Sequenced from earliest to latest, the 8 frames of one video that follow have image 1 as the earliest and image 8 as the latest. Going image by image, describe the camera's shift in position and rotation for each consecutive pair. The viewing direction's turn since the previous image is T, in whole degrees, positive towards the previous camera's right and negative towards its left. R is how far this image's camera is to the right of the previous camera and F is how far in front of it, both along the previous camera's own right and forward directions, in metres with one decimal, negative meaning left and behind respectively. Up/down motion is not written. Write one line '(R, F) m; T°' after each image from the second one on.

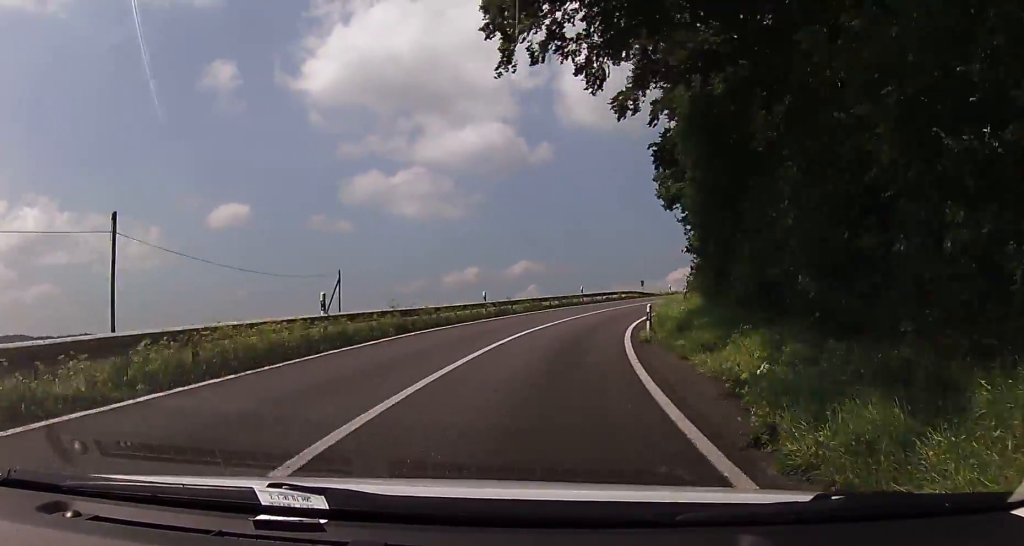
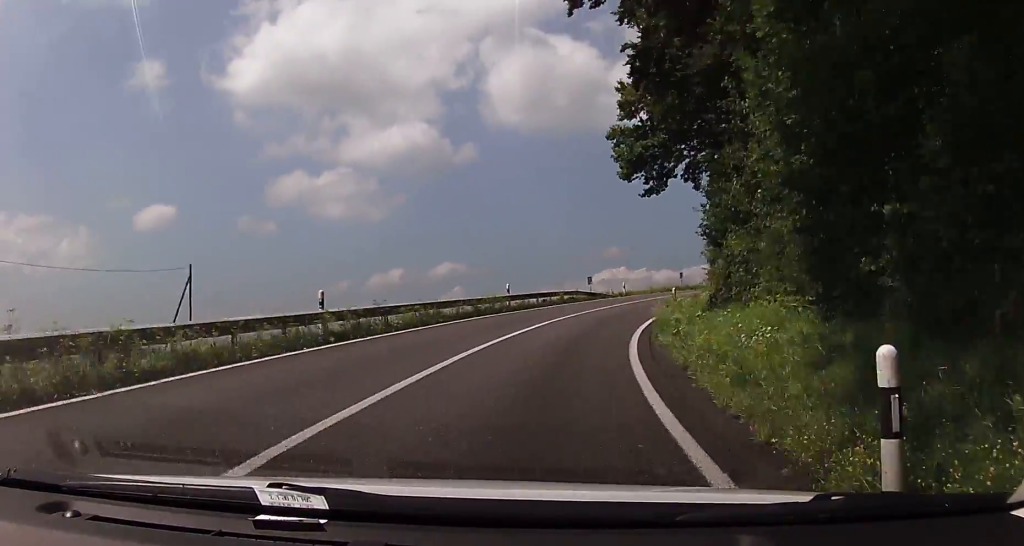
(+0.8, +15.0) m; +7°
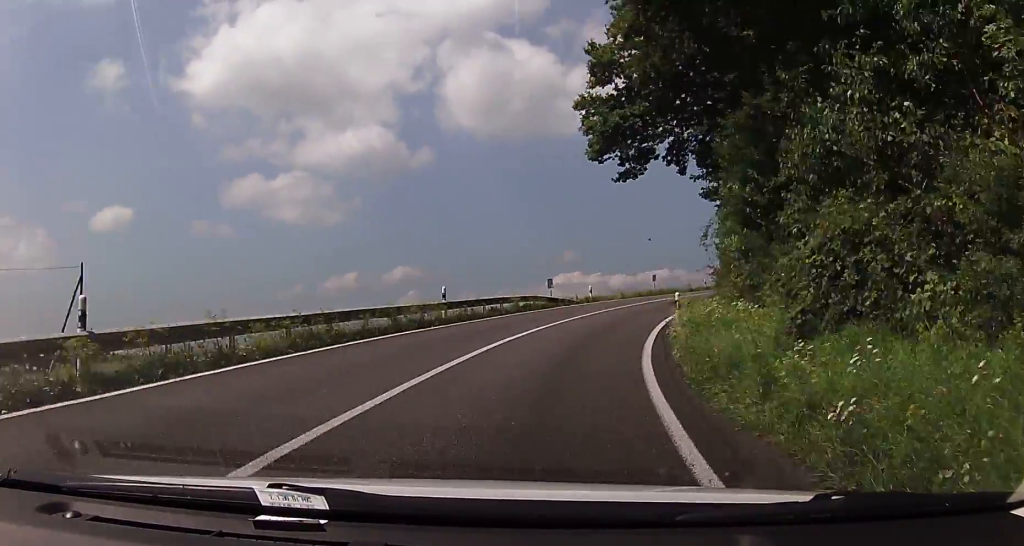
(+0.1, +7.8) m; +4°
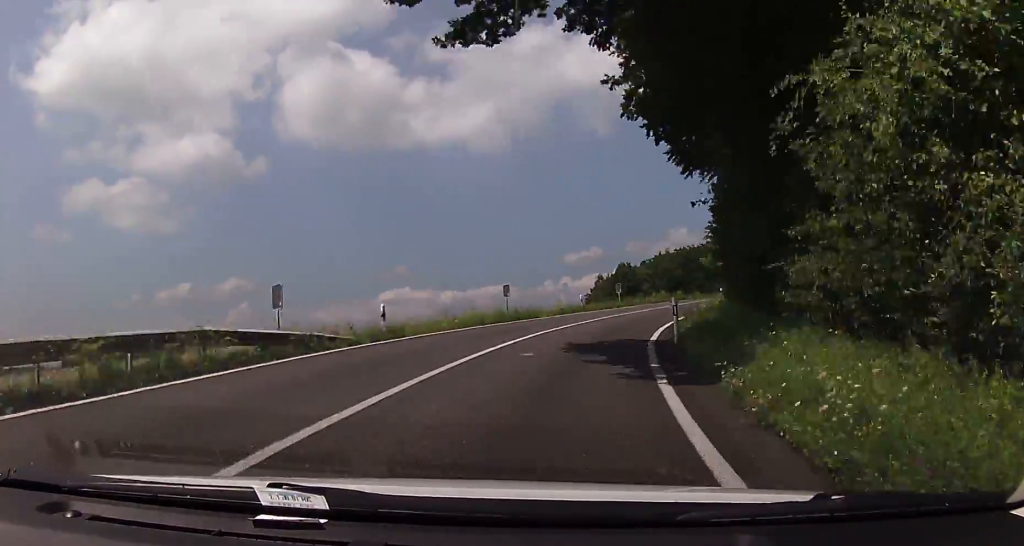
(+2.1, +21.1) m; +13°
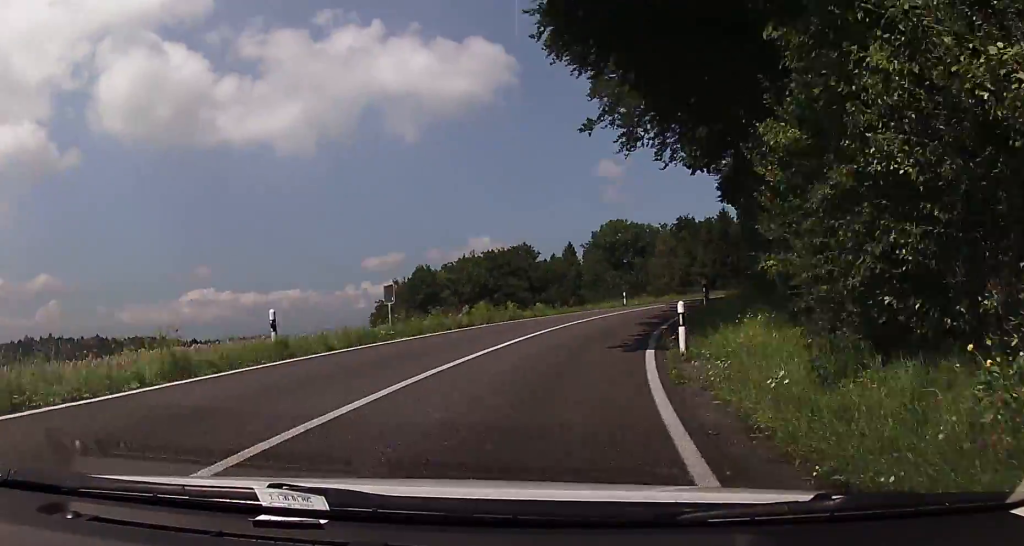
(+4.1, +24.2) m; +17°
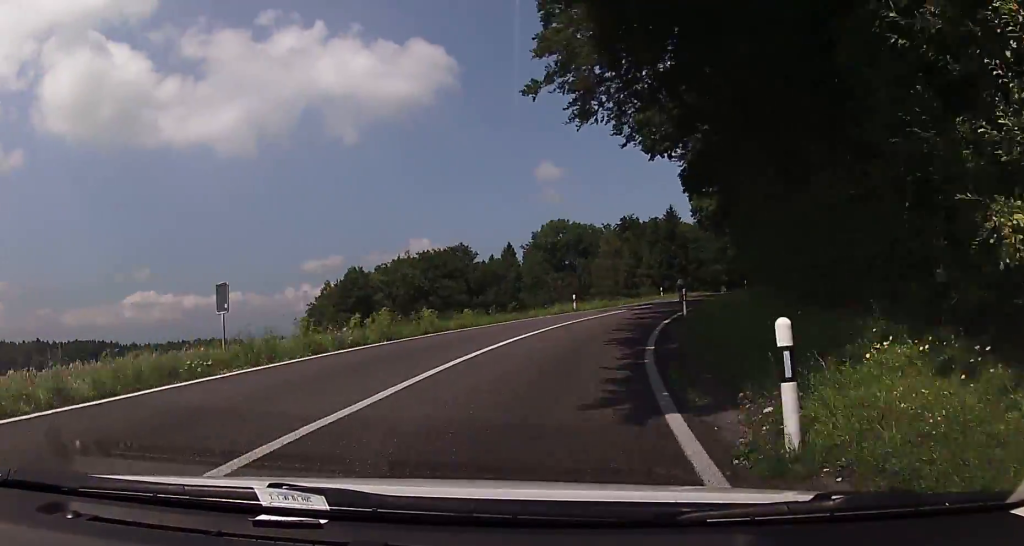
(+0.1, +7.6) m; +5°
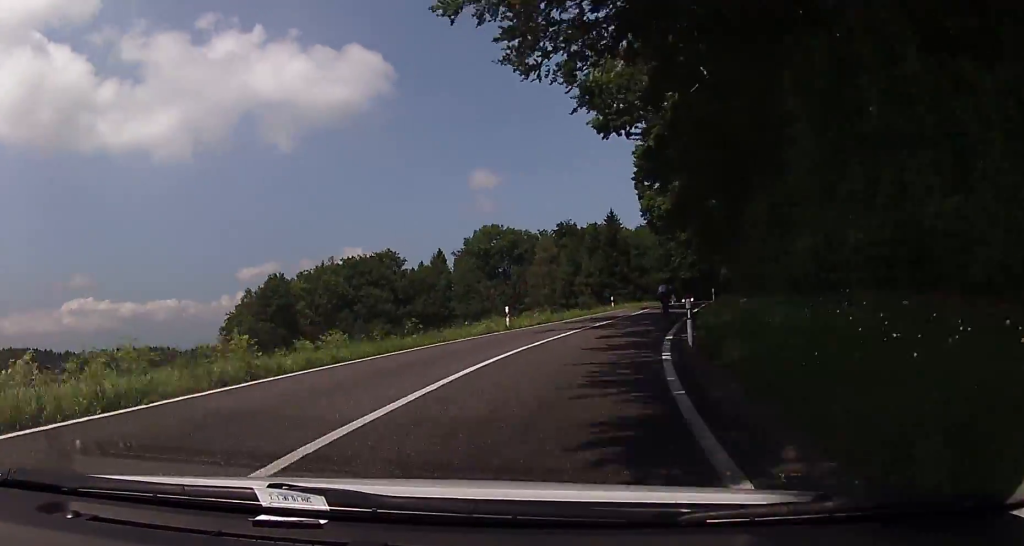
(+0.8, +9.7) m; +5°
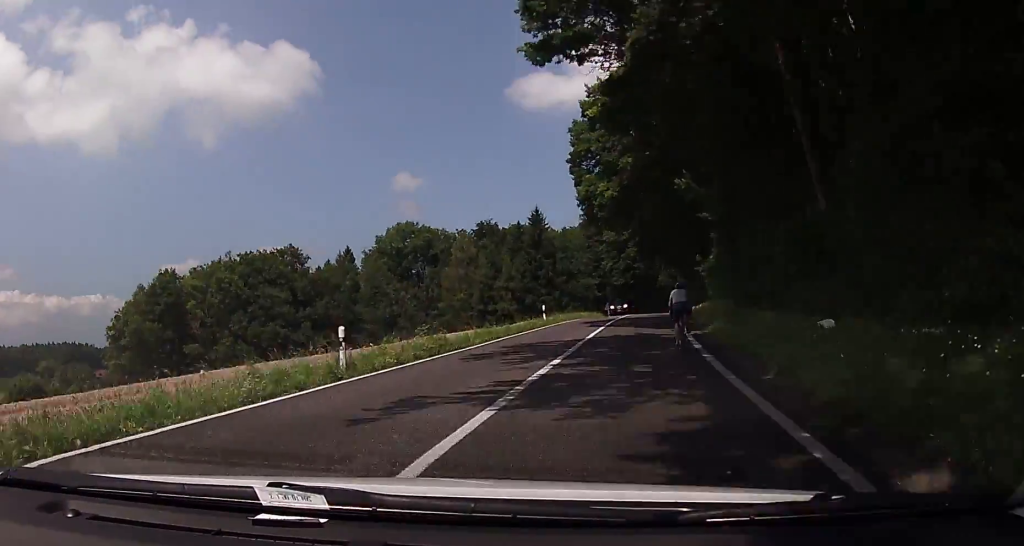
(+1.0, +14.8) m; +7°
